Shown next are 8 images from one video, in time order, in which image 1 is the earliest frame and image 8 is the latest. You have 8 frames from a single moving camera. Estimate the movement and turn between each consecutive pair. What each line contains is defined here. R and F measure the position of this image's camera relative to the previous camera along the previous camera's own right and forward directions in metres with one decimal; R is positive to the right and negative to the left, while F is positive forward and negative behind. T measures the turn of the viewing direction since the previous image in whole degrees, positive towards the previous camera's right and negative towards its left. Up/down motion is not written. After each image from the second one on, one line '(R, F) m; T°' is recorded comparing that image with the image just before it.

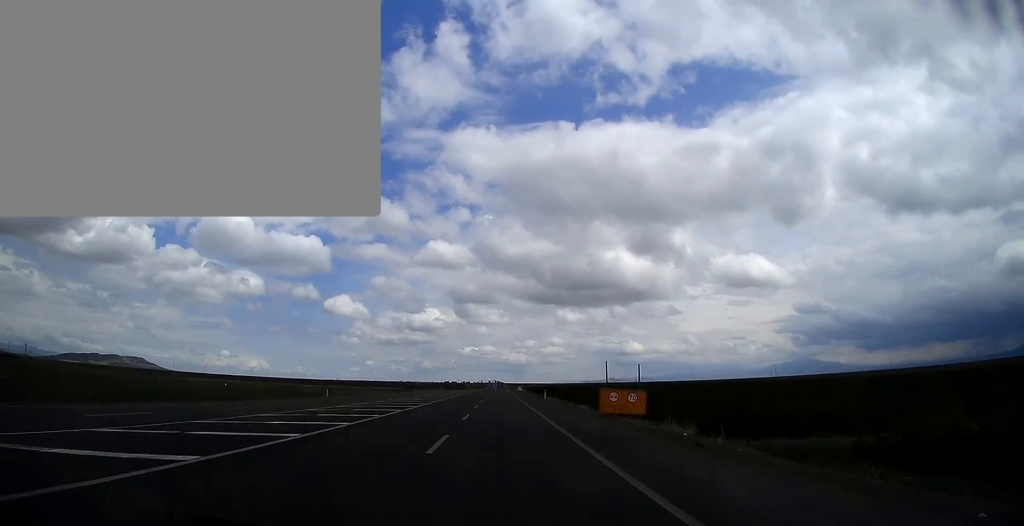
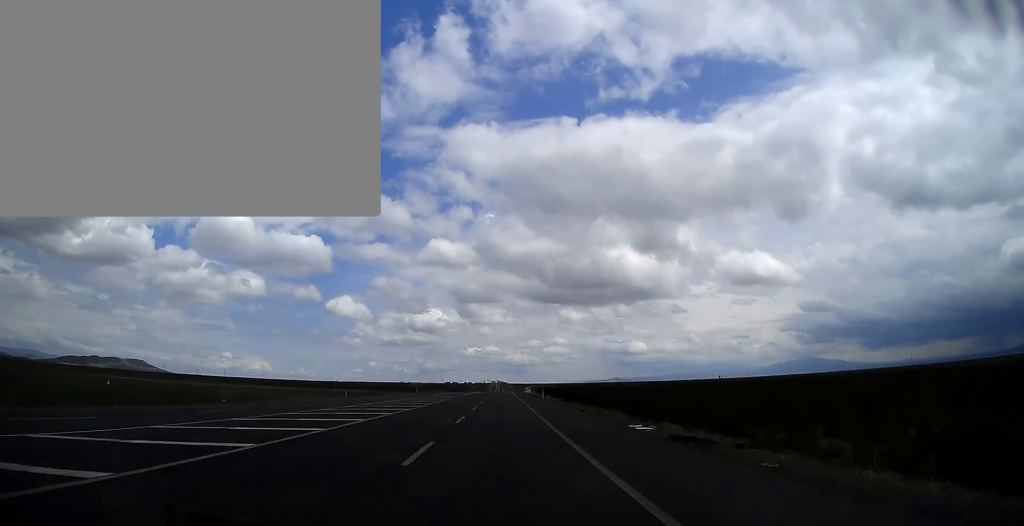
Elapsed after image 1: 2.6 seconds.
(+0.1, +61.3) m; 0°
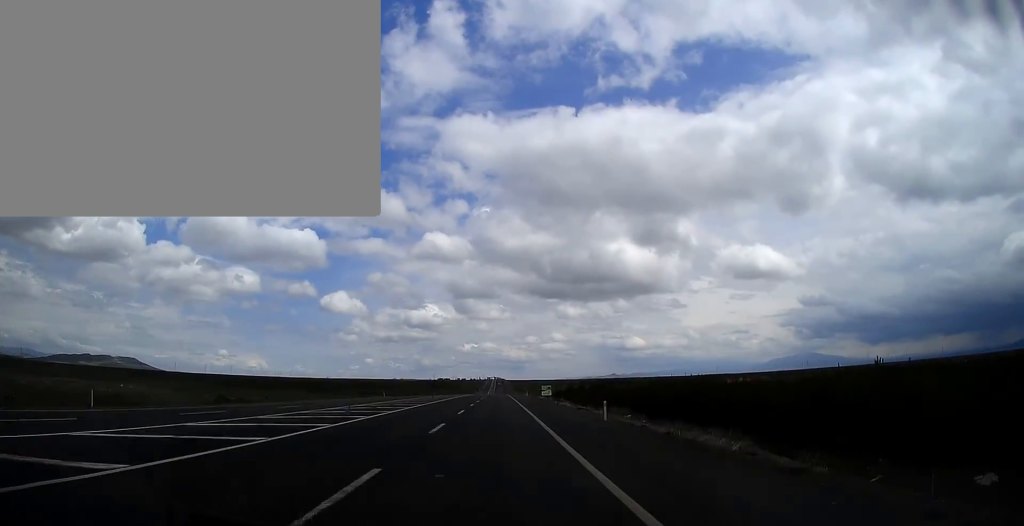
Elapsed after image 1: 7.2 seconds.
(+0.1, +109.6) m; 0°
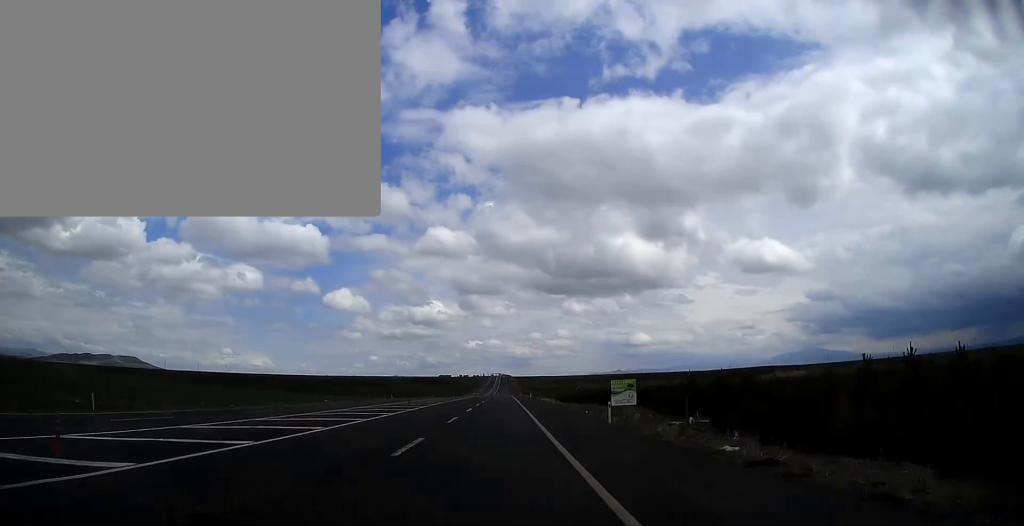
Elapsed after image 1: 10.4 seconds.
(0.0, +76.6) m; 0°
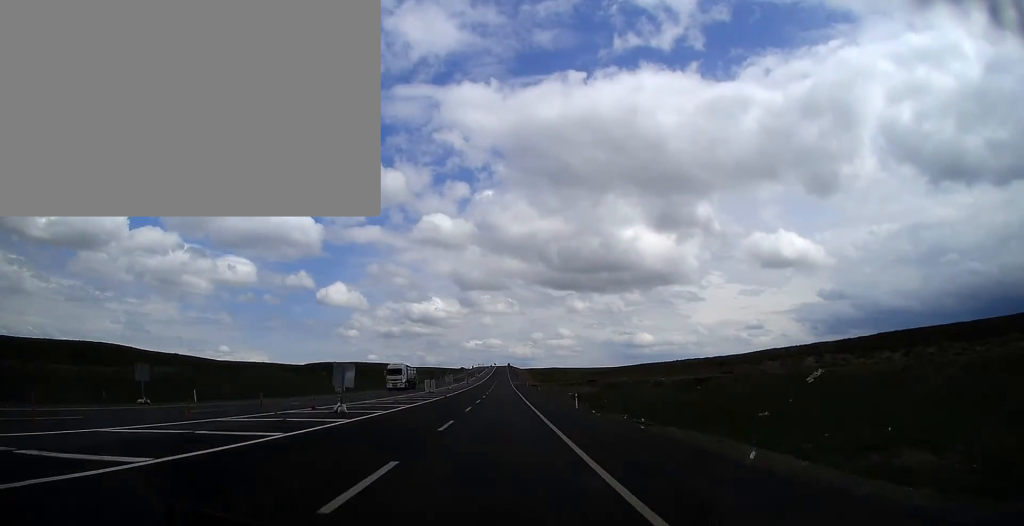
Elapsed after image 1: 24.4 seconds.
(-1.3, +349.6) m; 0°
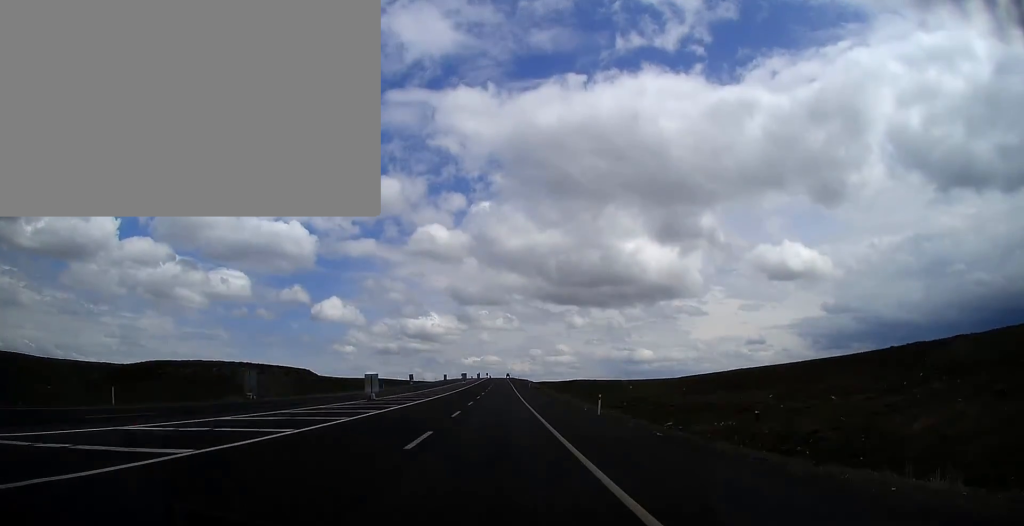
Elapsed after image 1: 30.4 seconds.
(+0.1, +157.2) m; 0°
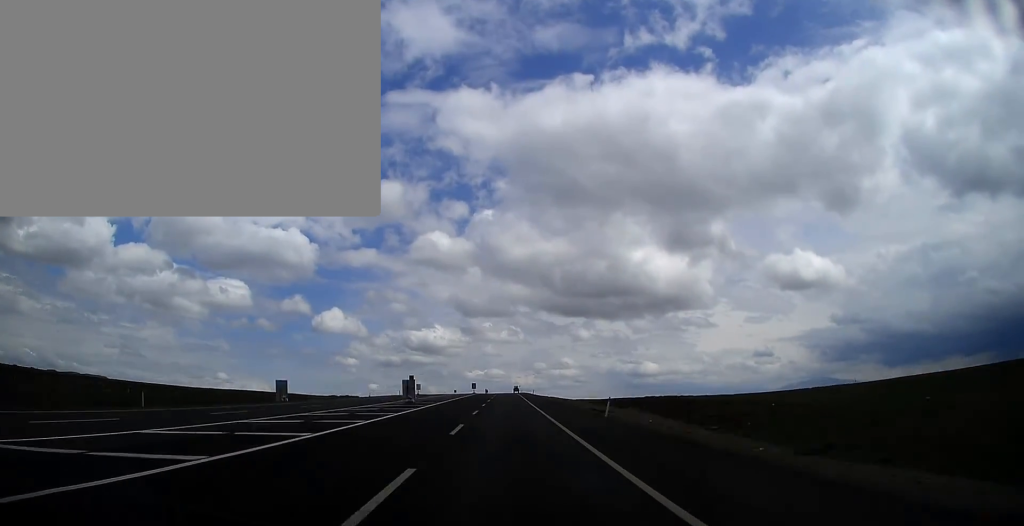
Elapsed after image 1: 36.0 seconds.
(-0.2, +149.1) m; 0°
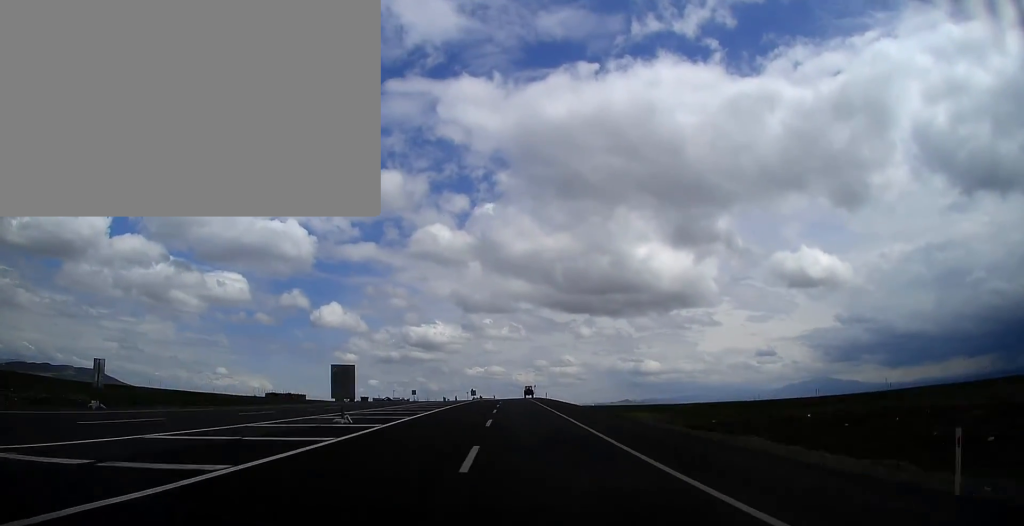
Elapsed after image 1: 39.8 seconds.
(+0.1, +102.0) m; -1°
